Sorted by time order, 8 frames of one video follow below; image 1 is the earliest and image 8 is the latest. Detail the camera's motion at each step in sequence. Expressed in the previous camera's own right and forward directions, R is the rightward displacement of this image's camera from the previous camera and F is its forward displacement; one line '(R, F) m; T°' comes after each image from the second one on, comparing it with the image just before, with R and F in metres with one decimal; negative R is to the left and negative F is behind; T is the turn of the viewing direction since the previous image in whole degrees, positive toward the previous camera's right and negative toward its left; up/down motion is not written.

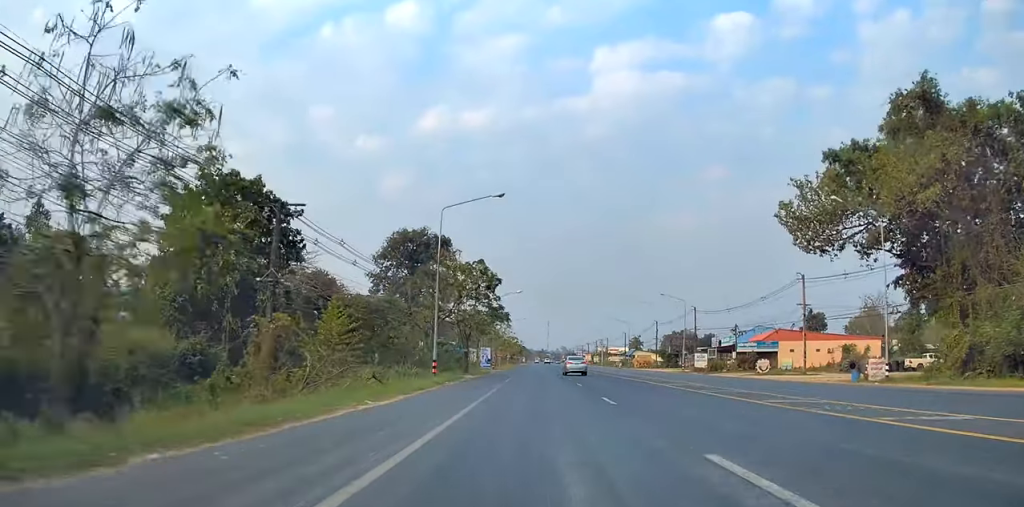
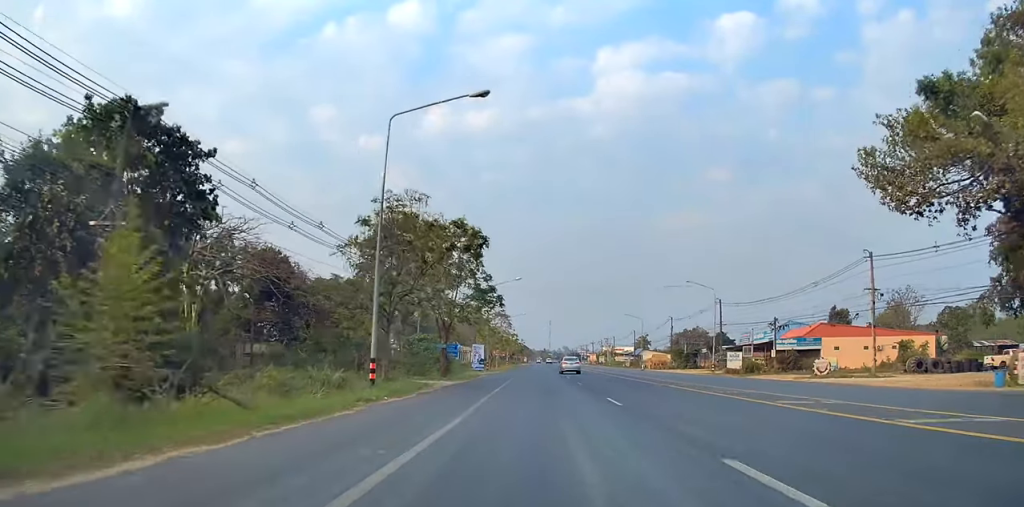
(0.0, +13.1) m; 0°
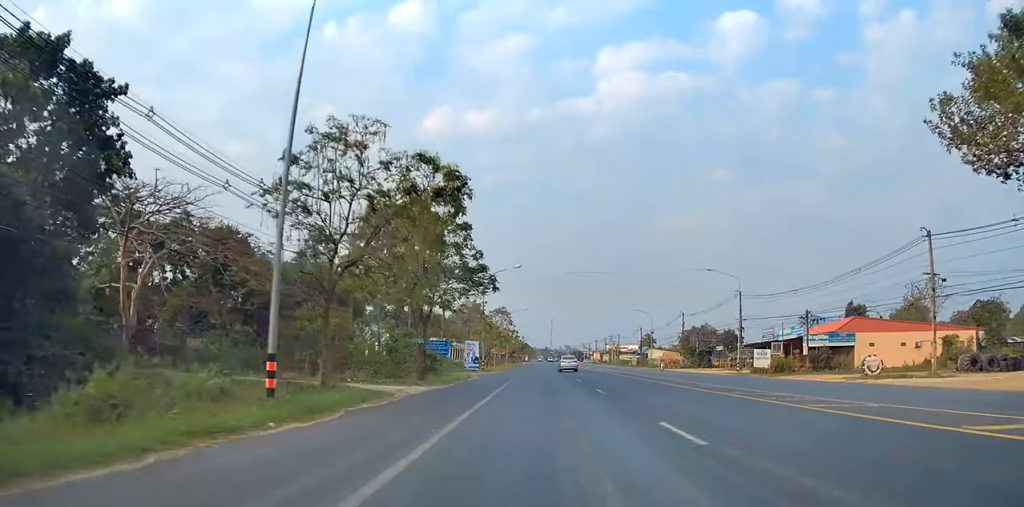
(-0.1, +7.9) m; 0°
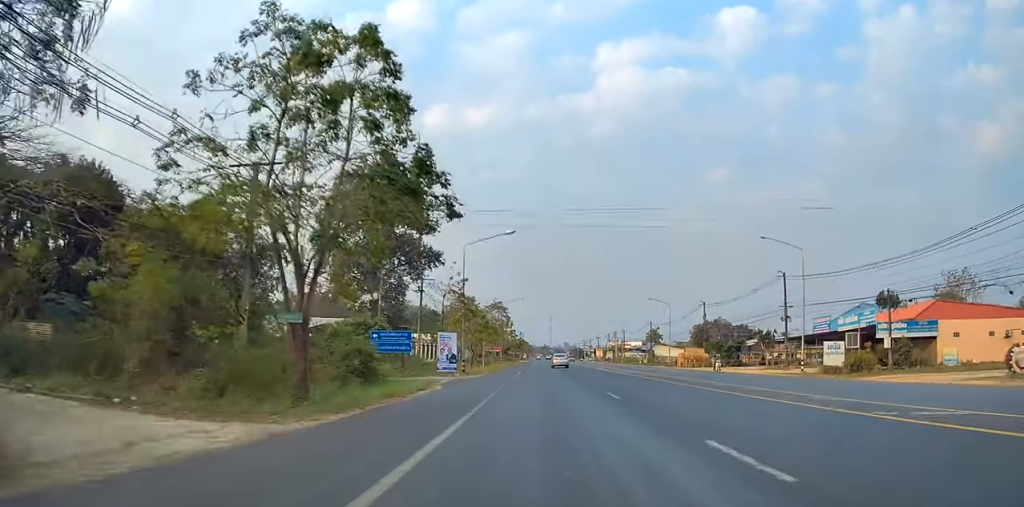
(0.0, +14.7) m; 0°
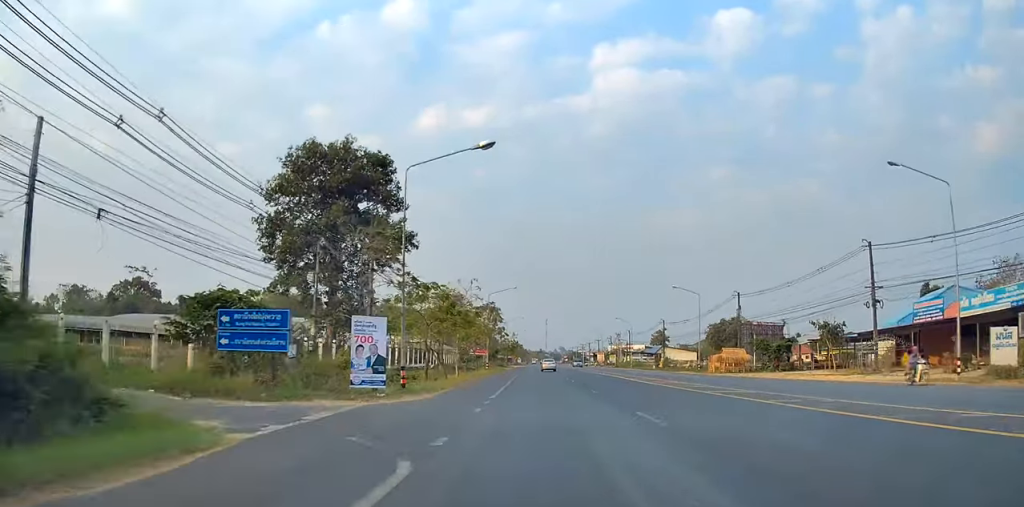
(-0.2, +18.5) m; 0°
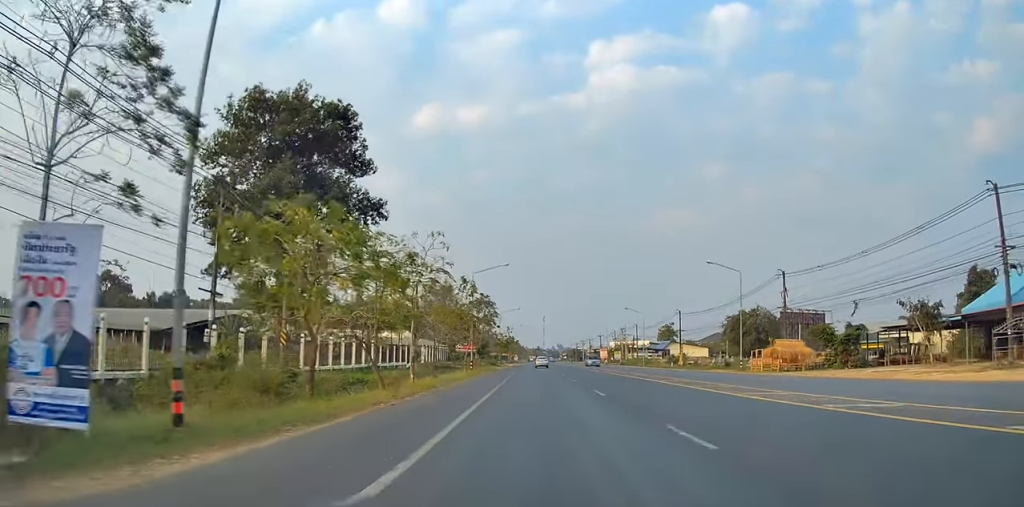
(0.0, +15.2) m; +1°
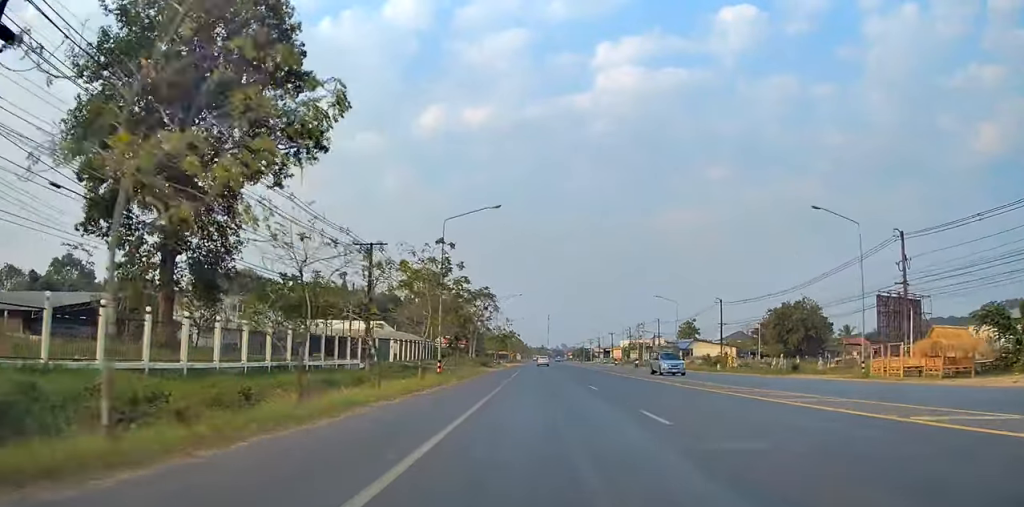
(+0.5, +20.8) m; 0°
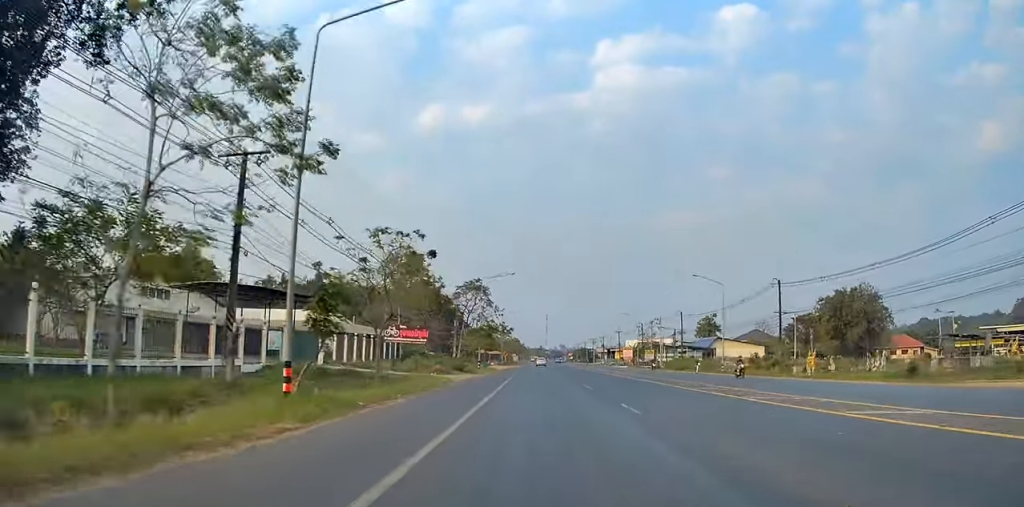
(-0.6, +21.7) m; -1°
